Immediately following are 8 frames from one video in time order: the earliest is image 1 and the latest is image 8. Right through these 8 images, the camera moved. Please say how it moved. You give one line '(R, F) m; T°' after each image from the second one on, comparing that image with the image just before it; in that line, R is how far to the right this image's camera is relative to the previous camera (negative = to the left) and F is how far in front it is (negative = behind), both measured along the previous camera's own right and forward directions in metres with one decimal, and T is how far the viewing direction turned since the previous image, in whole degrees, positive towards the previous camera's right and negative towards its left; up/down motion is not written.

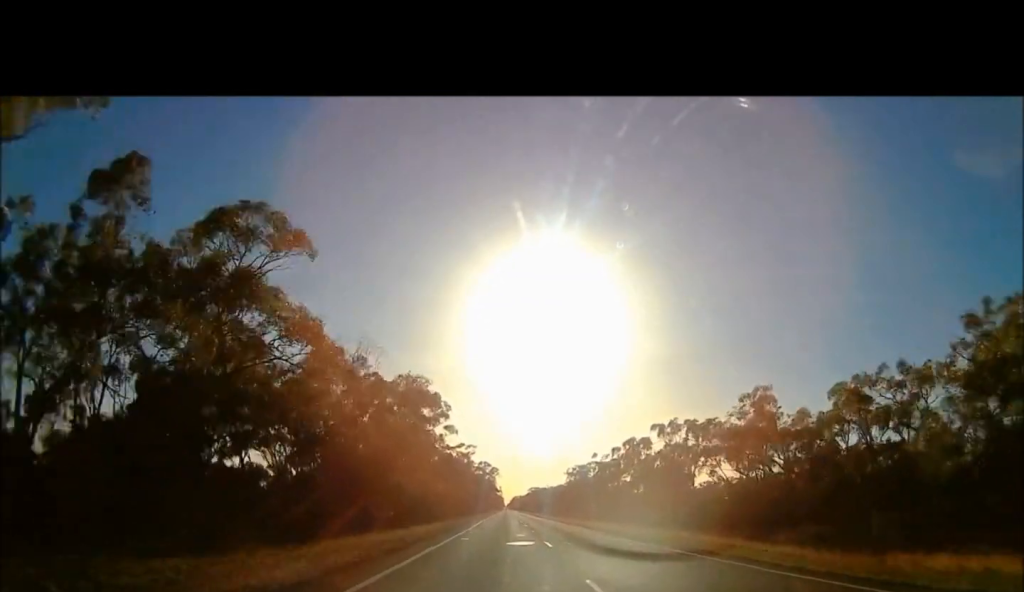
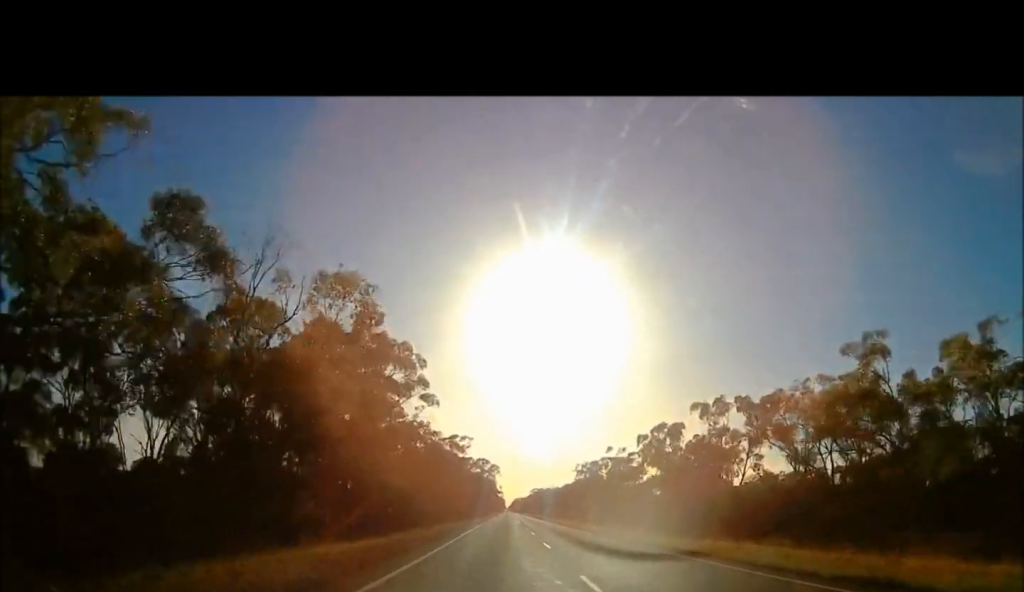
(0.0, +22.5) m; 0°
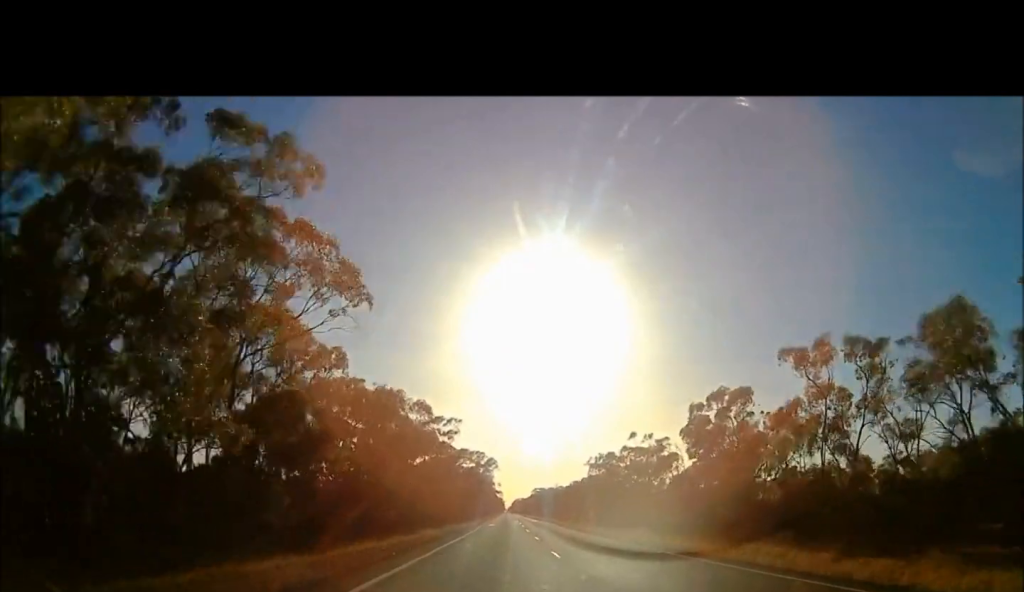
(0.0, +29.1) m; 0°
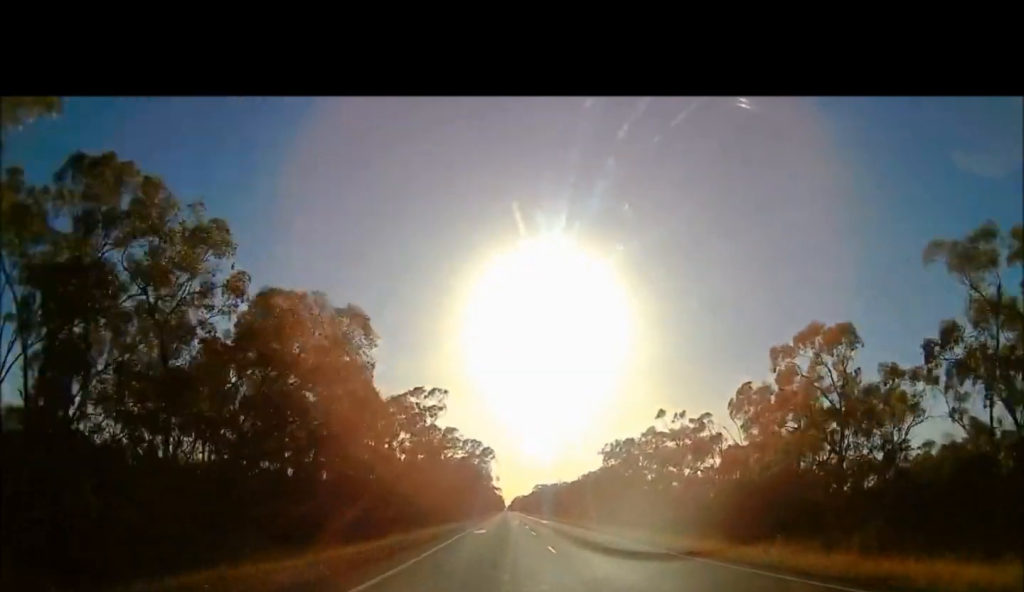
(0.0, +24.0) m; 0°
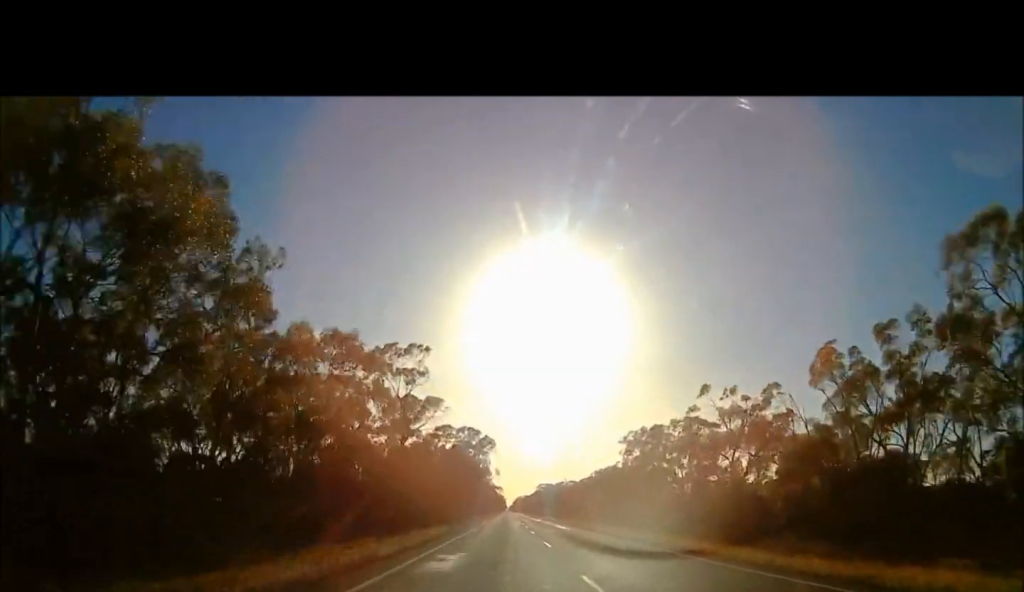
(0.0, +23.1) m; 0°
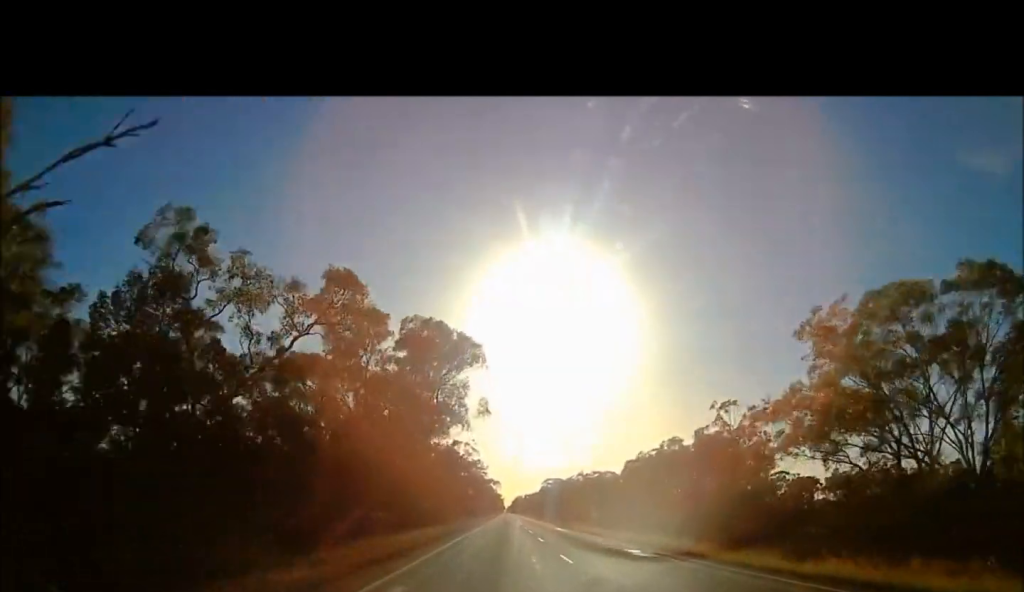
(+0.1, +70.3) m; 0°
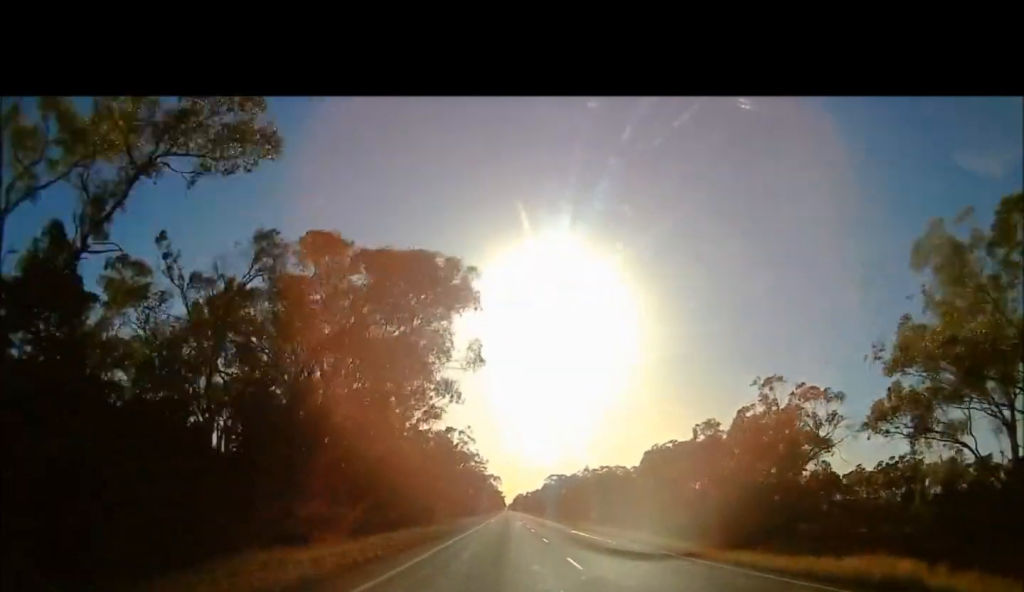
(0.0, +14.9) m; 0°
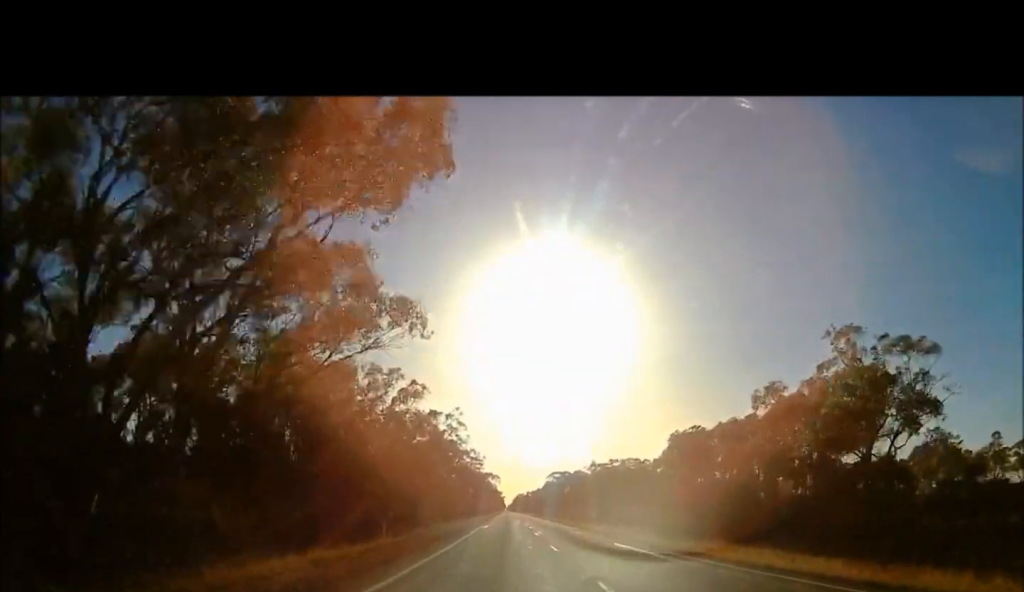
(0.0, +18.5) m; 0°
